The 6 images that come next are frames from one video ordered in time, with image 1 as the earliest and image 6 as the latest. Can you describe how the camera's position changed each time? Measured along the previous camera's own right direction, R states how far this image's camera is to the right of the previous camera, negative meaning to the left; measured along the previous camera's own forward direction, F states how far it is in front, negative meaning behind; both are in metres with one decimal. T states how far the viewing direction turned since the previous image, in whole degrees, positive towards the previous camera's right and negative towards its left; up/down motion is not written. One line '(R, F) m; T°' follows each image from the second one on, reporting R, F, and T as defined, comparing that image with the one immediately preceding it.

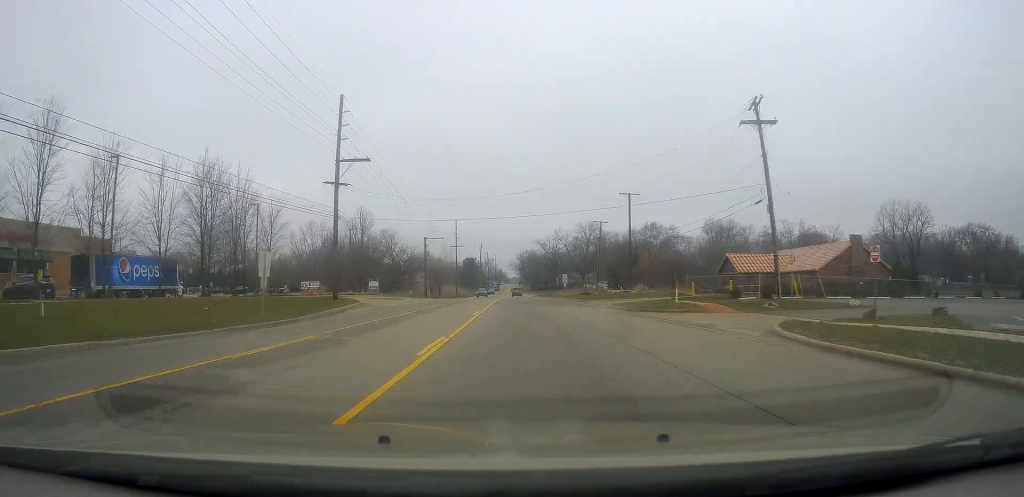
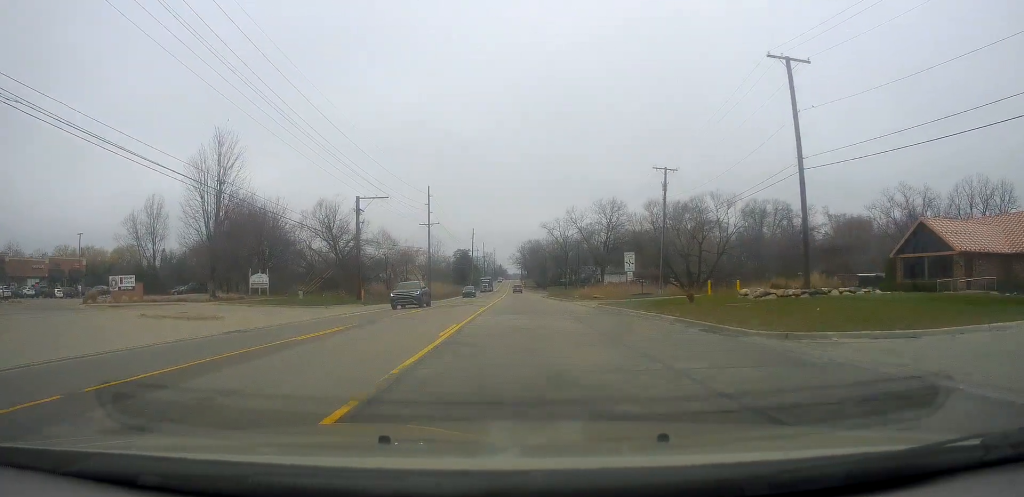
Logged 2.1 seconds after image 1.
(+0.4, +42.0) m; +1°
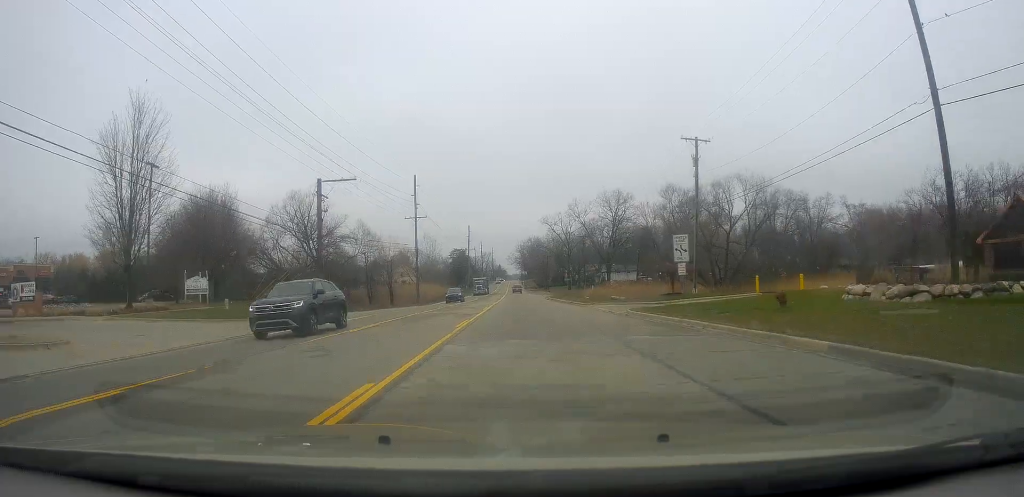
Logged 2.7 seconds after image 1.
(-0.1, +10.6) m; 0°
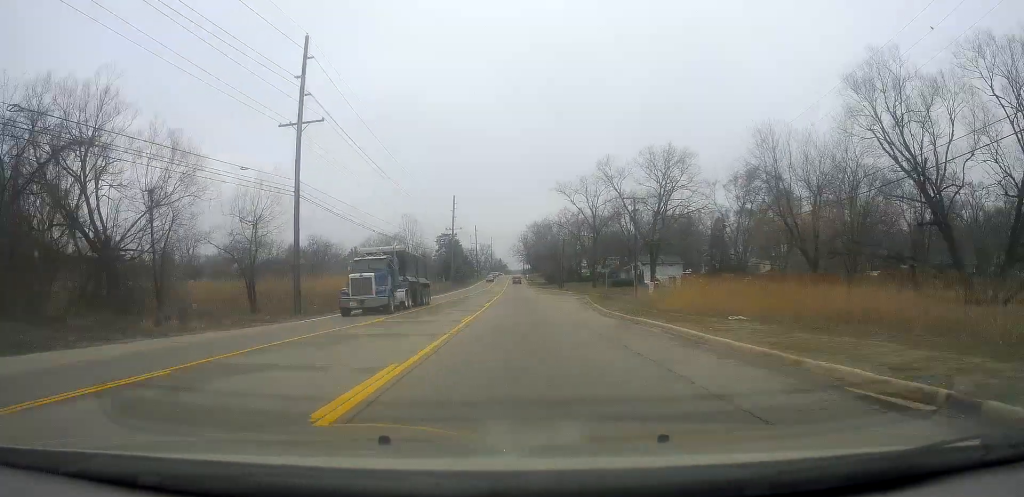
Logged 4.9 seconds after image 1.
(-0.6, +44.1) m; 0°
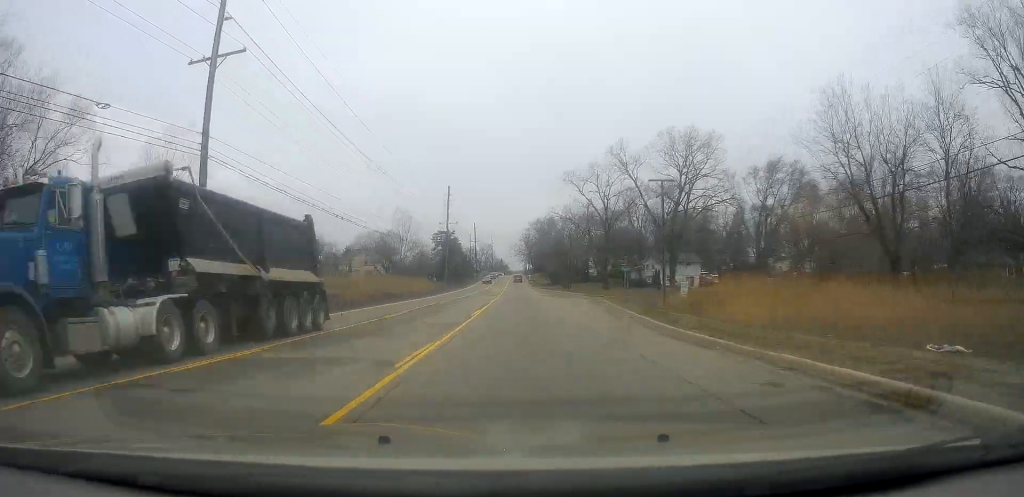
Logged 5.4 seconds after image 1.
(+0.4, +11.4) m; +1°
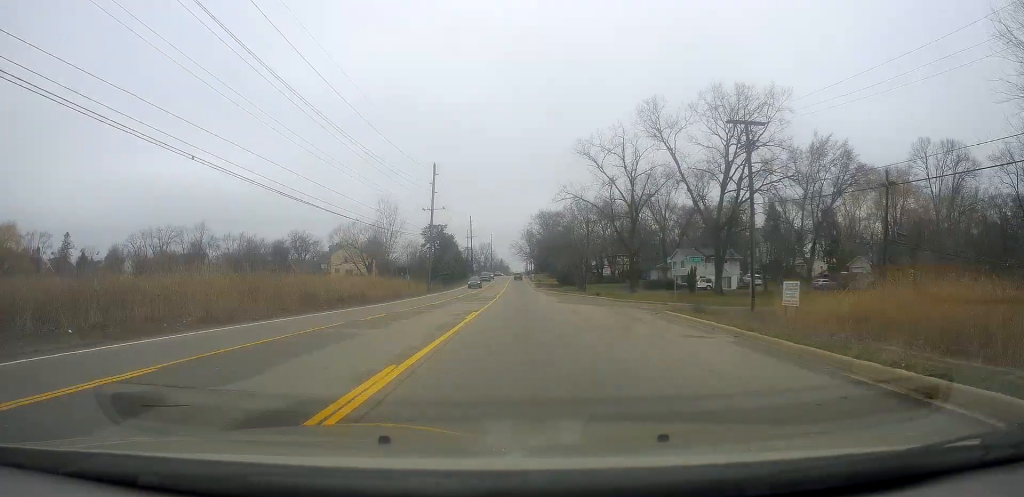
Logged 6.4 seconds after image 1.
(-0.3, +19.5) m; 0°
